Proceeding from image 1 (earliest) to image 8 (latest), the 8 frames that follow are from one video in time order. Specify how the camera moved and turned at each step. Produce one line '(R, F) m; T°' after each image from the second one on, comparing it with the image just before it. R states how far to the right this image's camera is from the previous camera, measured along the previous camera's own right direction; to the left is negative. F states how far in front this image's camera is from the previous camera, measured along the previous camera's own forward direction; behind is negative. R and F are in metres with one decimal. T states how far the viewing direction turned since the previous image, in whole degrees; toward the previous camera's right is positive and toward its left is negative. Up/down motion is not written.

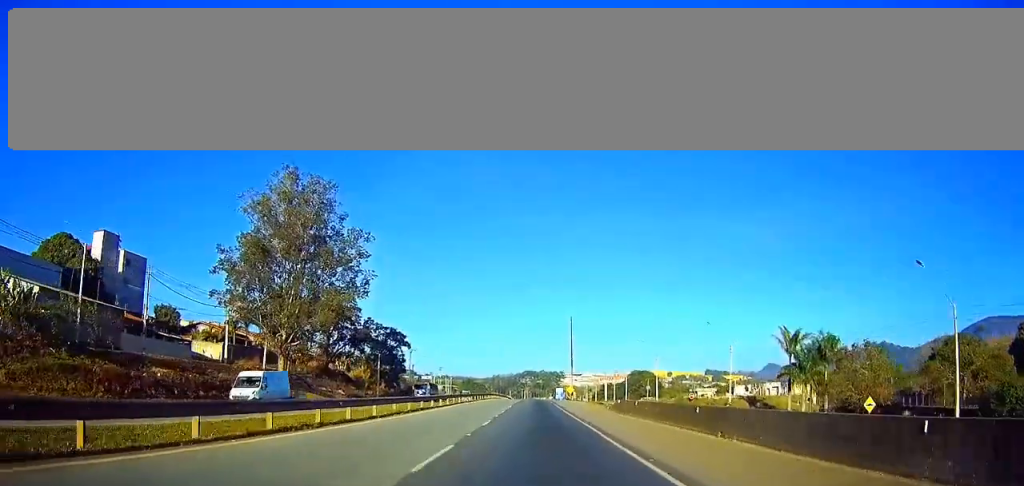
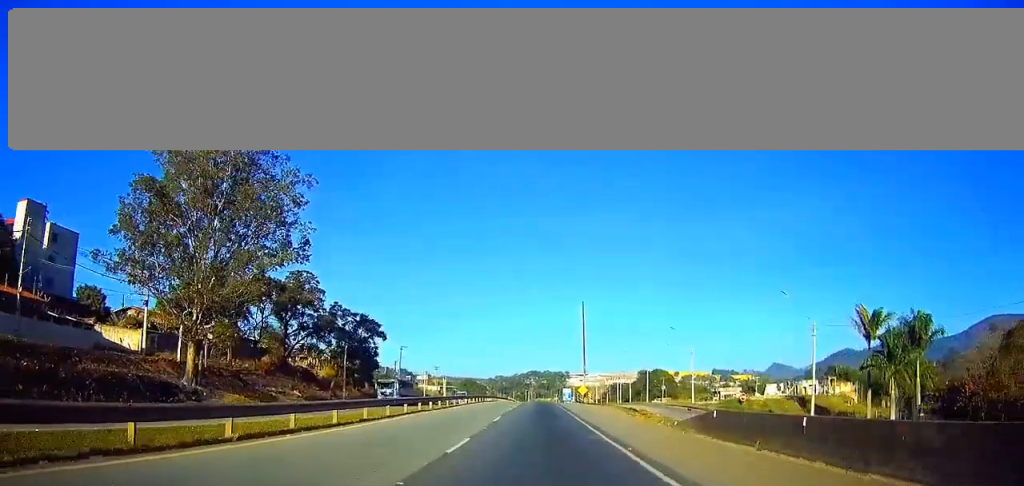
(0.0, +22.0) m; 0°
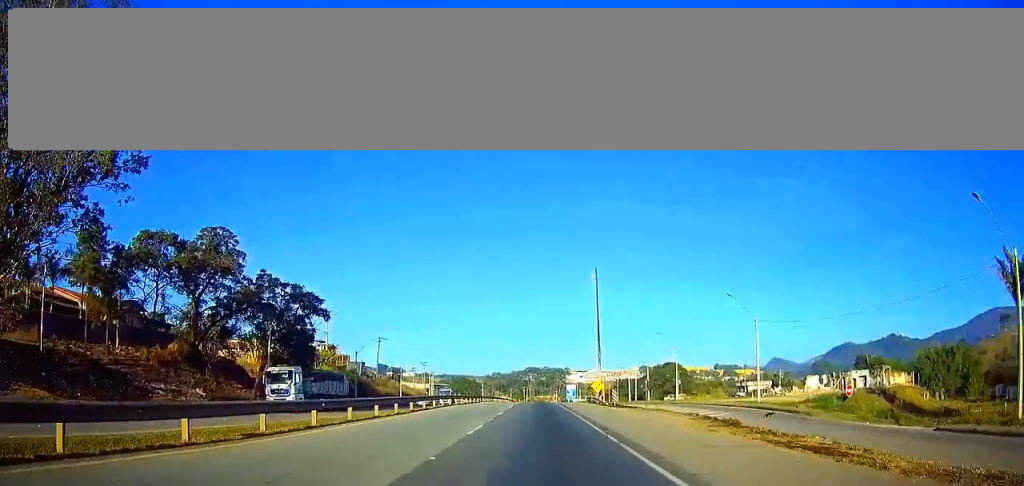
(-0.2, +25.9) m; 0°
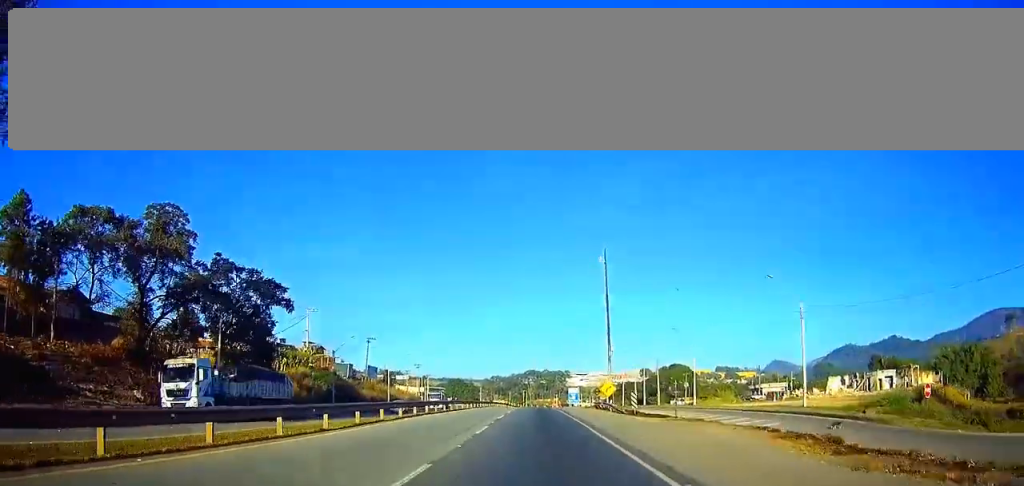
(-0.1, +10.8) m; 0°
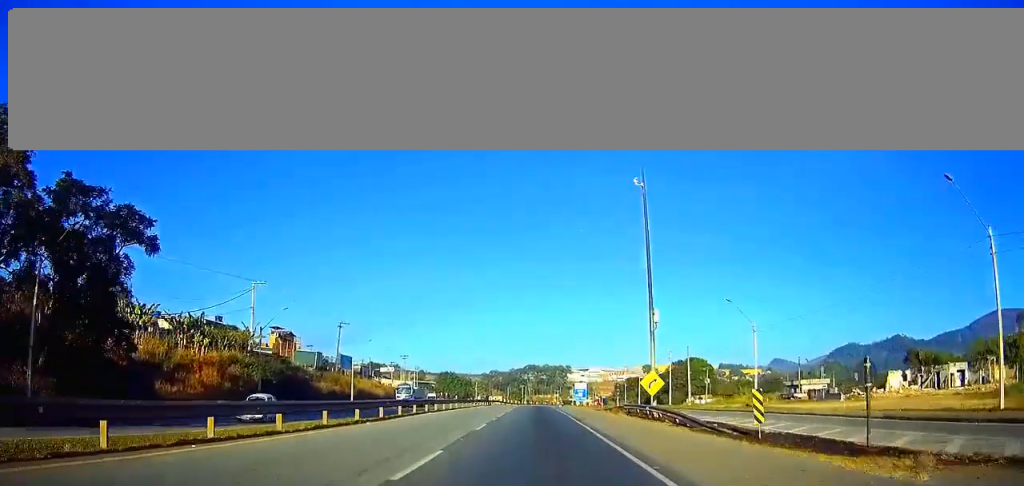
(+0.2, +23.8) m; 0°
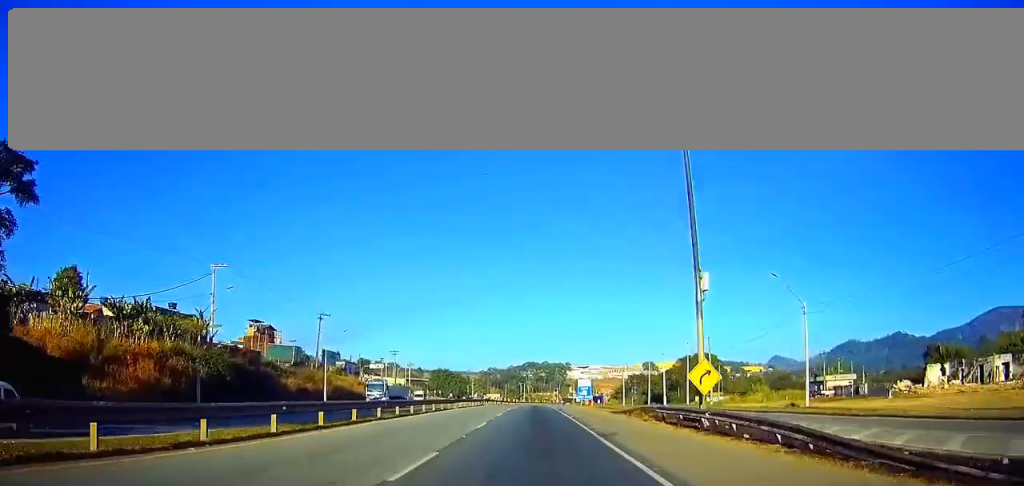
(0.0, +12.2) m; 0°
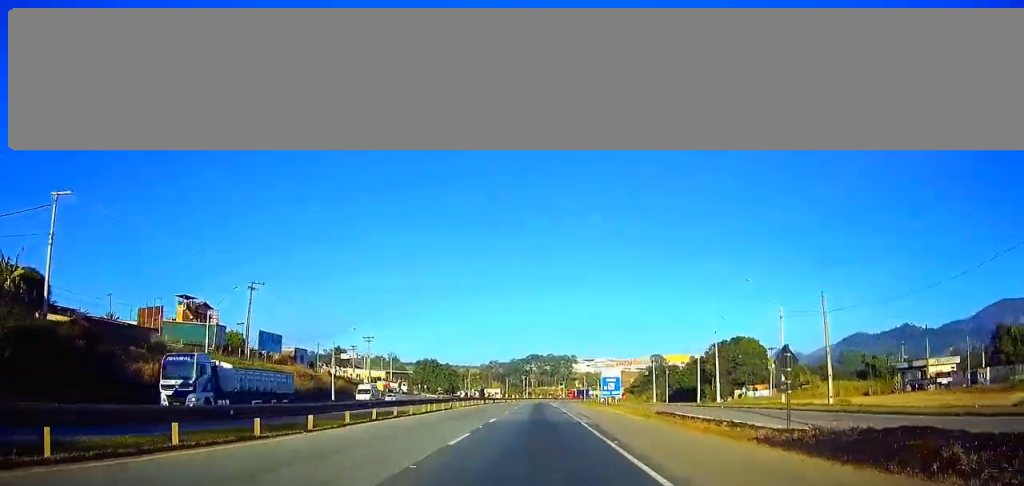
(-0.2, +33.4) m; 0°
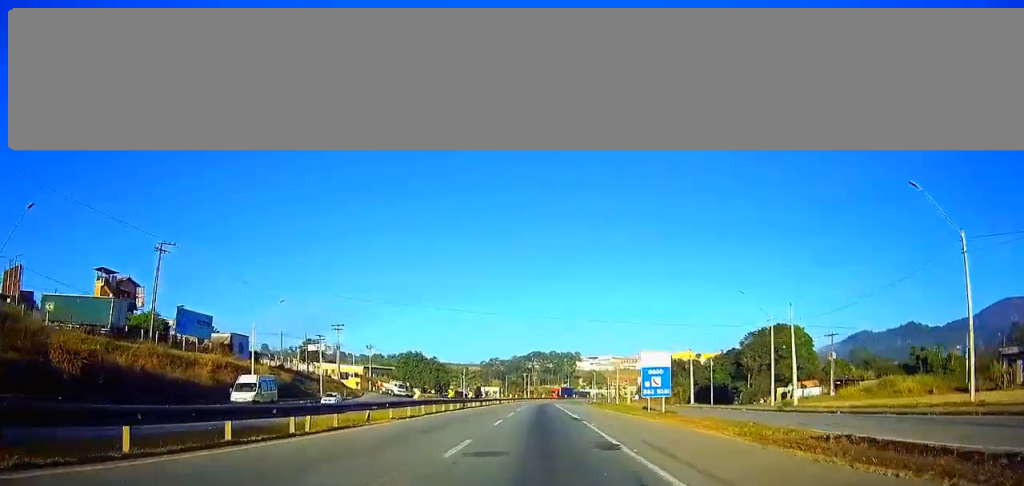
(+0.1, +26.1) m; 0°
